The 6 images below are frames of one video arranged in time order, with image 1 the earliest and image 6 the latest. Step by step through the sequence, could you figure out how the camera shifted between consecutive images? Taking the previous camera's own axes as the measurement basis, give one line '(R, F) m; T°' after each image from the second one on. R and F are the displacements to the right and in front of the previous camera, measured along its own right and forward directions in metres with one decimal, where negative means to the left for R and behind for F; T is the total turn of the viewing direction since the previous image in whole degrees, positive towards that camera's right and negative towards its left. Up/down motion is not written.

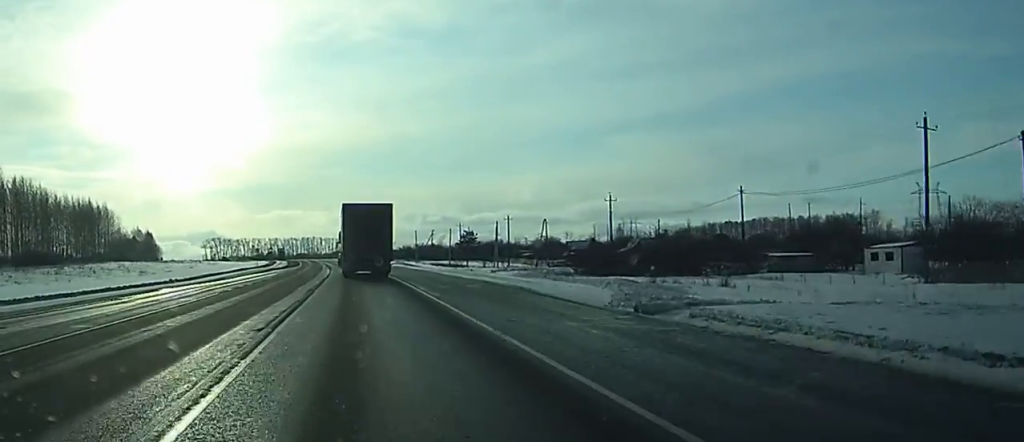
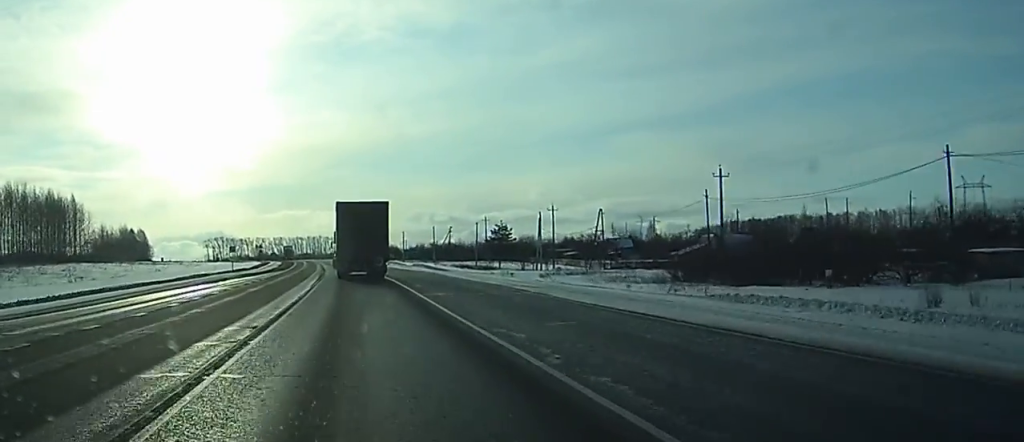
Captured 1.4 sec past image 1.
(-0.3, +30.2) m; -1°
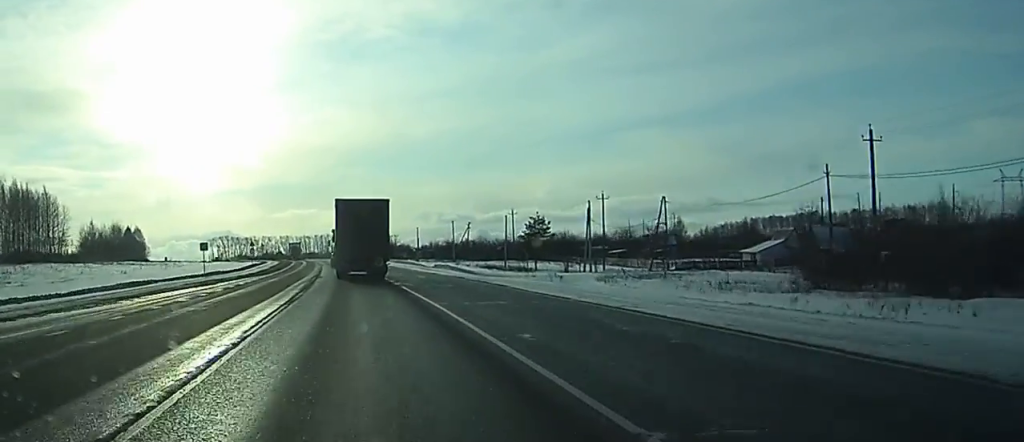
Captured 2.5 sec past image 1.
(-0.2, +21.7) m; -1°
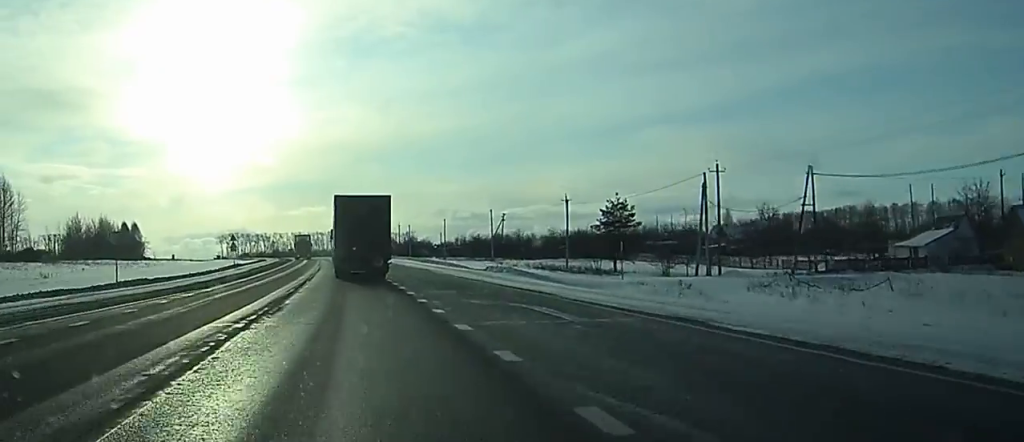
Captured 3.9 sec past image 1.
(-0.3, +30.0) m; -1°
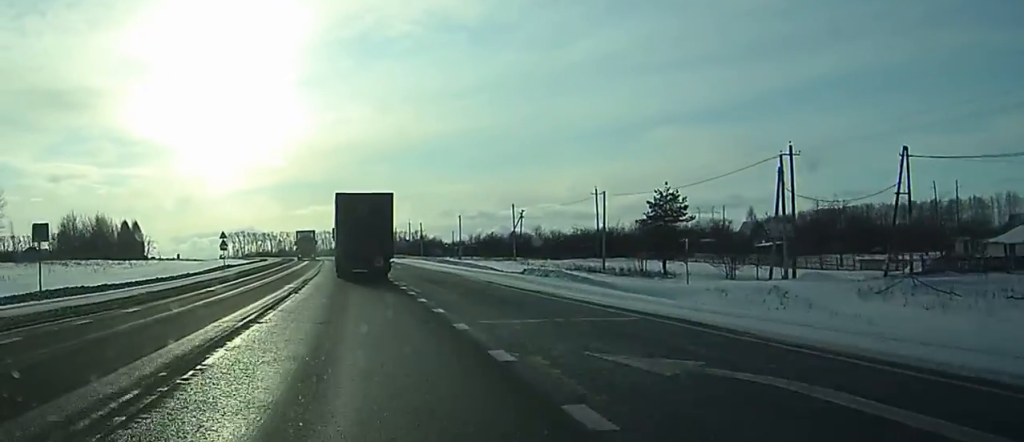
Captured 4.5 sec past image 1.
(-0.1, +11.8) m; 0°
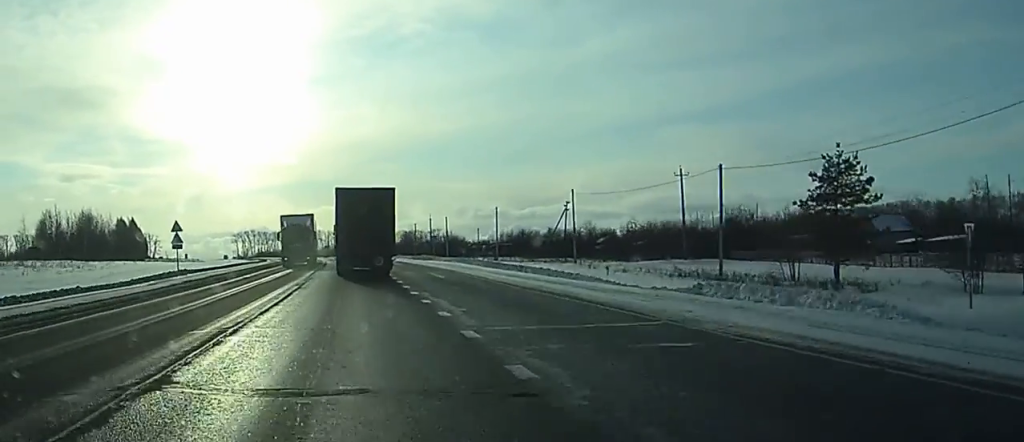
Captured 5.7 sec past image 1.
(-0.2, +25.7) m; -1°
